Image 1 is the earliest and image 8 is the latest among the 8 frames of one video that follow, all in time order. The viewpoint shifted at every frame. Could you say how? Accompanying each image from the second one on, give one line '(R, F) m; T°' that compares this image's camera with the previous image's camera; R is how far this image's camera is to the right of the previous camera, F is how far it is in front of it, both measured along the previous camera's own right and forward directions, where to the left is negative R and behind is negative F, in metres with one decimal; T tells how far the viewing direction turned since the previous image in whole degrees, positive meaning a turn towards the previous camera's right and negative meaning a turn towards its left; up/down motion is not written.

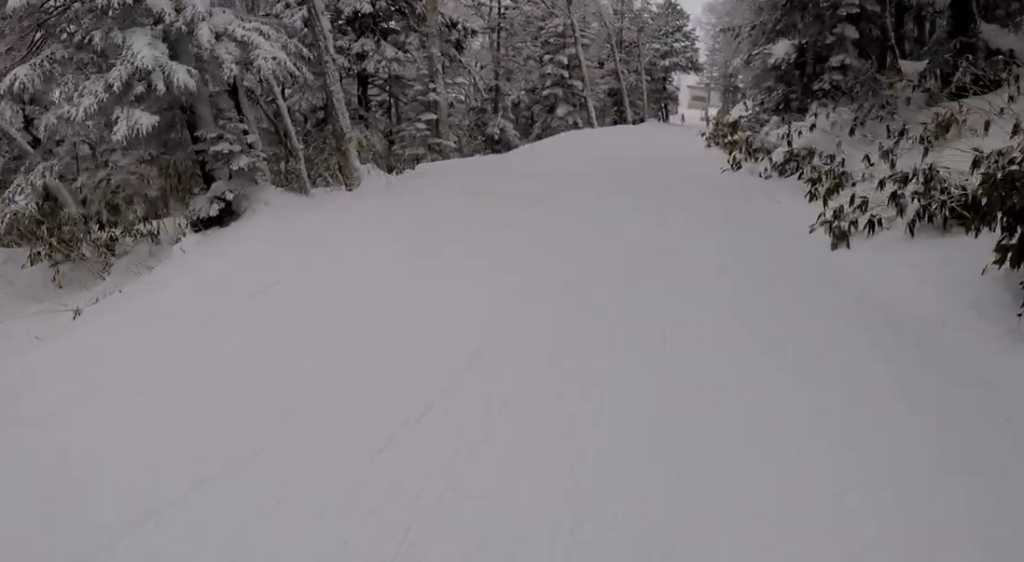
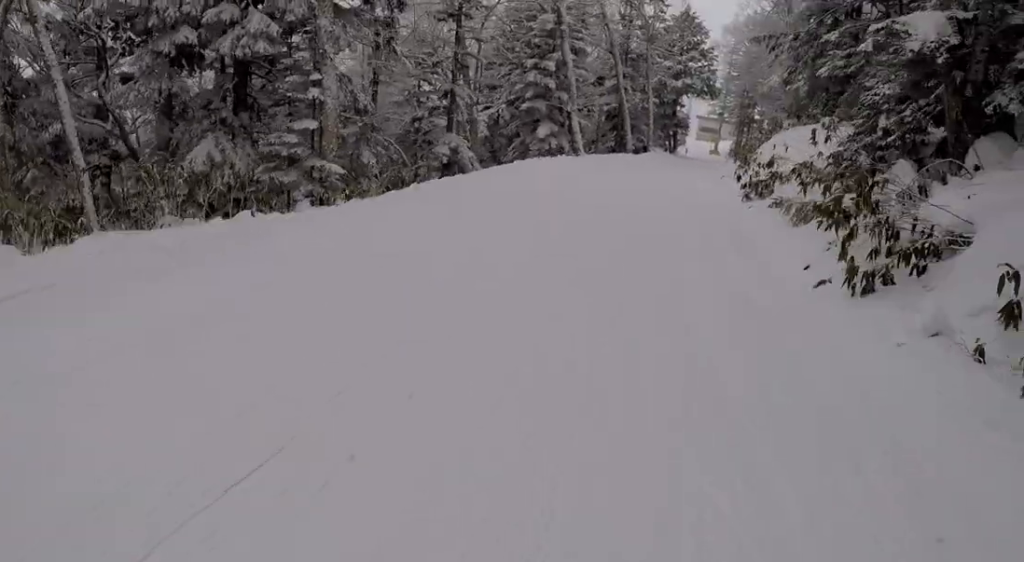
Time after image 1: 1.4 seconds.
(0.0, +11.0) m; +2°
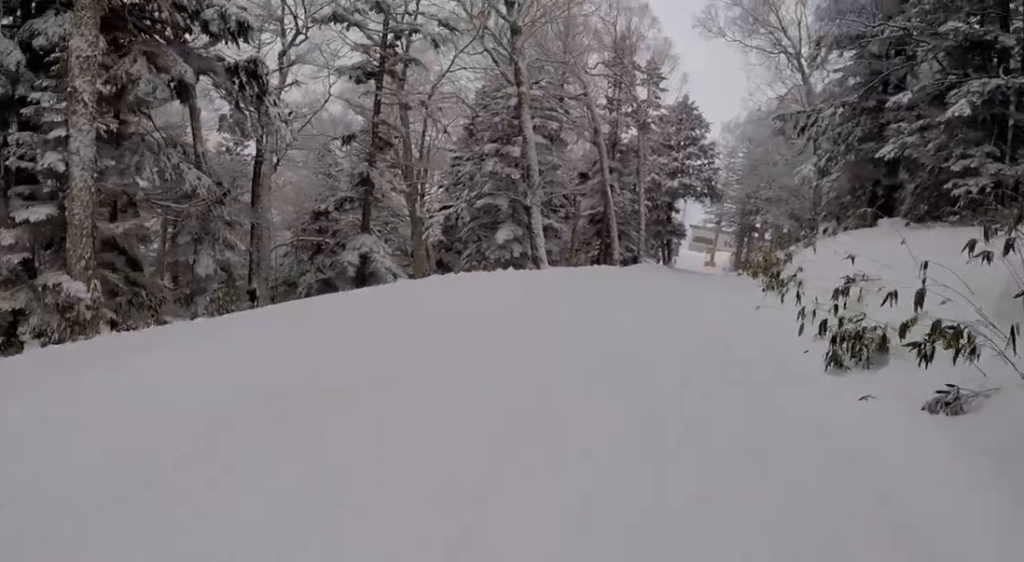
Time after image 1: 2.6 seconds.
(+0.7, +8.3) m; +8°
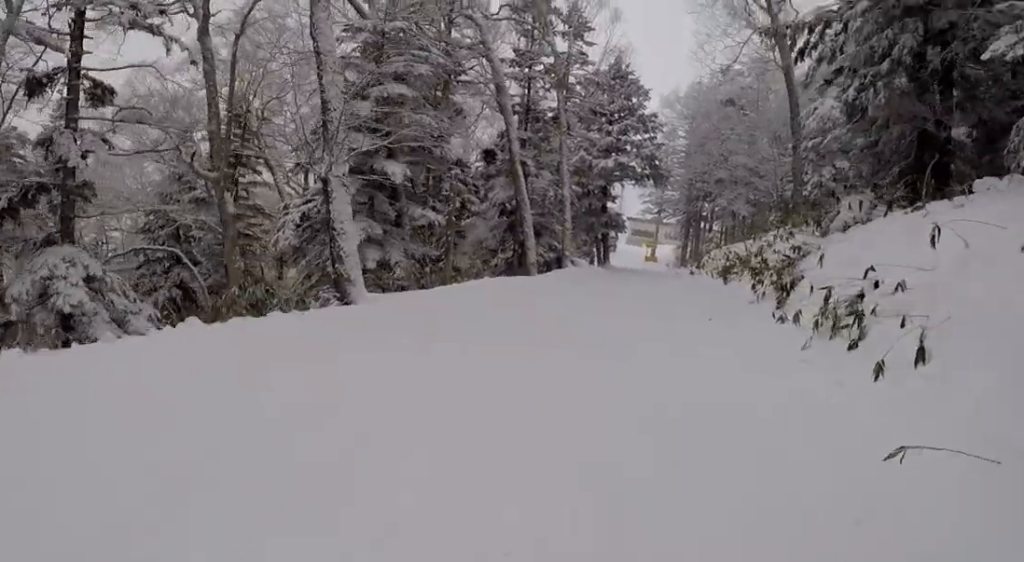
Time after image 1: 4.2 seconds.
(-0.2, +9.3) m; -8°
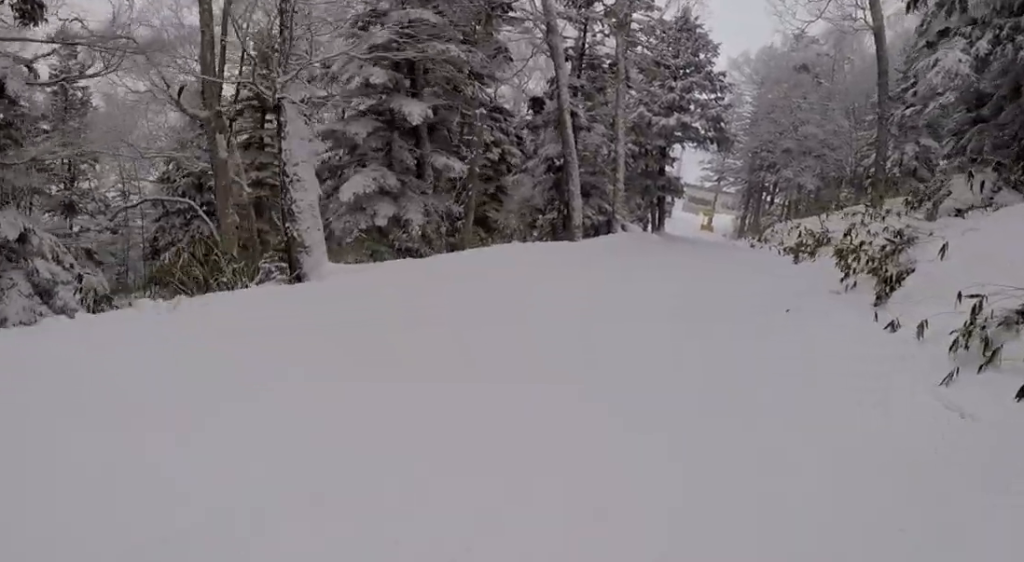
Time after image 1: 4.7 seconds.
(-0.1, +2.6) m; -1°
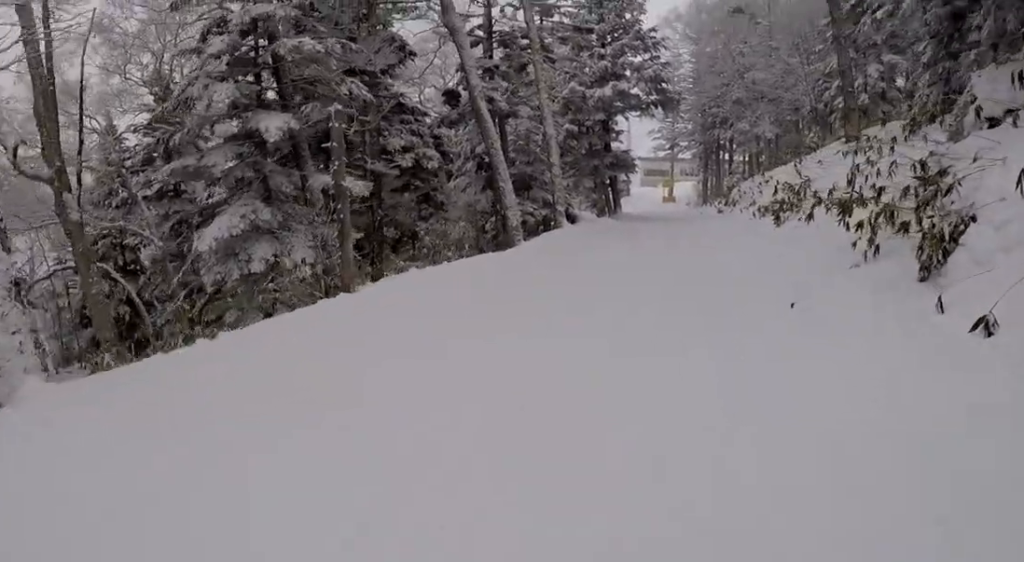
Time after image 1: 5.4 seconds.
(-0.1, +3.3) m; 0°
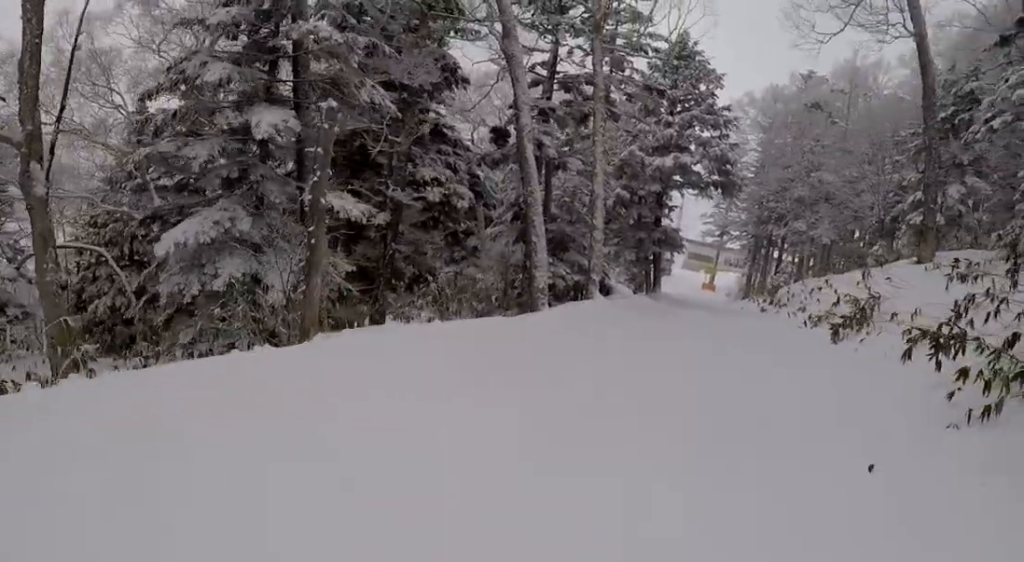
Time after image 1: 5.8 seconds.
(0.0, +2.2) m; +1°
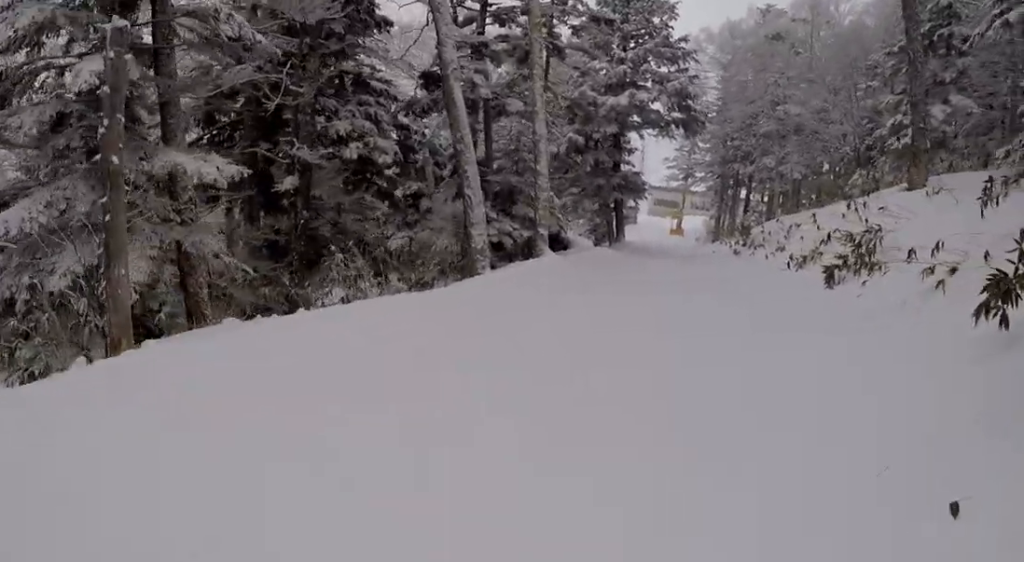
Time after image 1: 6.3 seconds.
(0.0, +2.5) m; +2°
